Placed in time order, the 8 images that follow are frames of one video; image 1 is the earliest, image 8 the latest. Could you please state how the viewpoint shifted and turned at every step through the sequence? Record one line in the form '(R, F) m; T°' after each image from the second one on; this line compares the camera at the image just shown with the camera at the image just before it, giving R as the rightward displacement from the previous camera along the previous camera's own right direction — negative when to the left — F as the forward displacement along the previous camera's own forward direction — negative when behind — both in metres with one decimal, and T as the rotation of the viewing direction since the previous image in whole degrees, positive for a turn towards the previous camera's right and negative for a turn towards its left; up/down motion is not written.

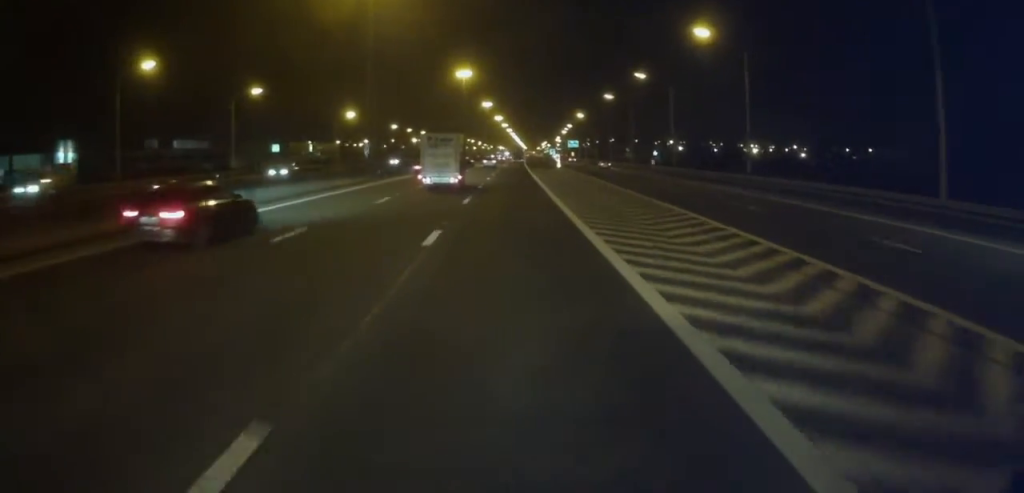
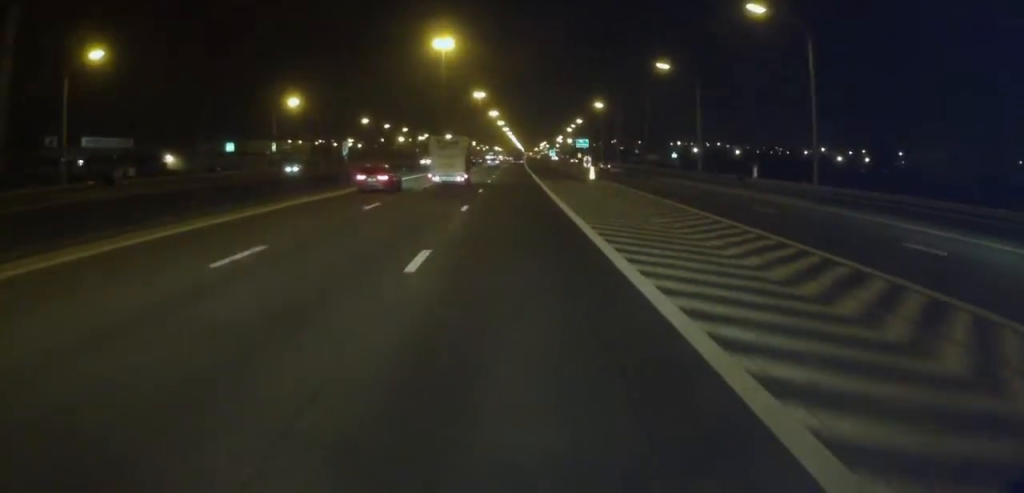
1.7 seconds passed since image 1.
(+0.2, +43.7) m; +1°
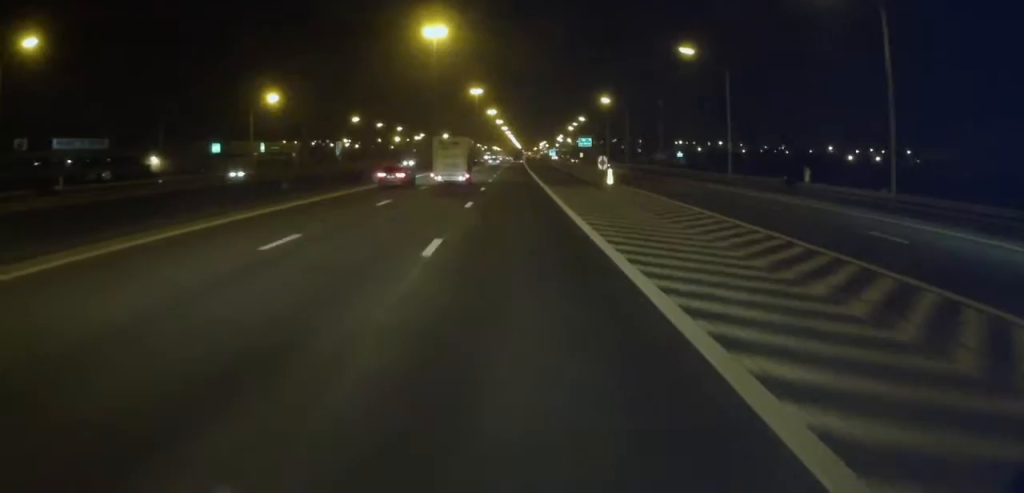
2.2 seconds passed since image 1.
(0.0, +11.2) m; 0°
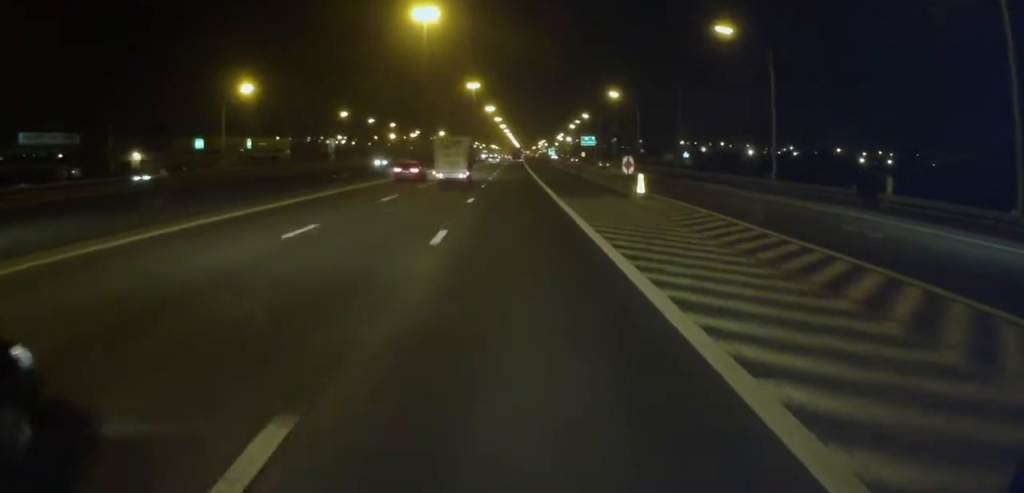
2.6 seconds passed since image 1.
(0.0, +10.1) m; 0°
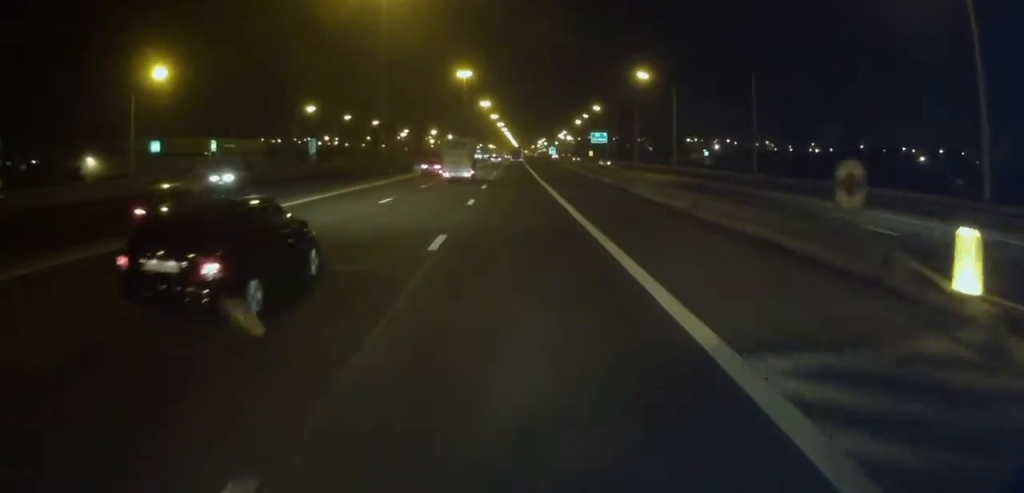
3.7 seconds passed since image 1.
(+0.2, +23.6) m; +1°
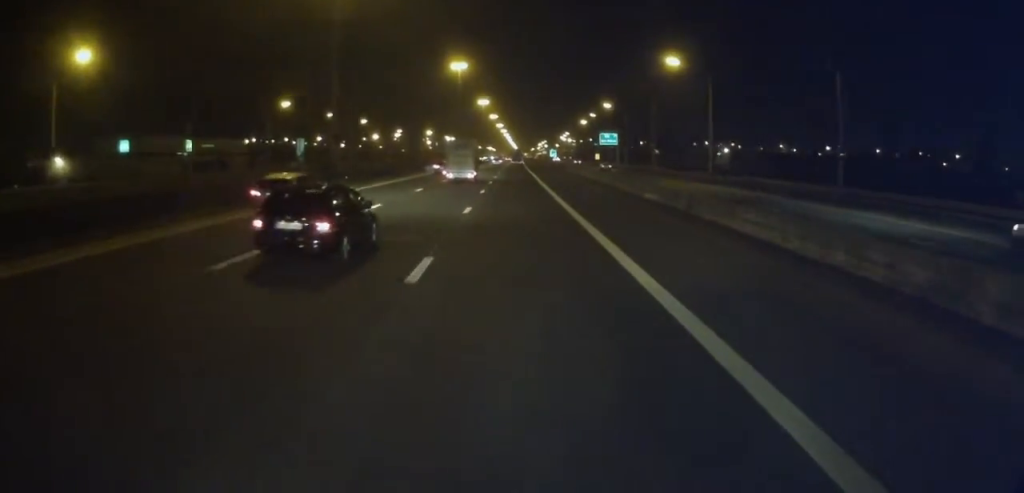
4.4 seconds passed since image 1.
(+0.1, +14.5) m; 0°
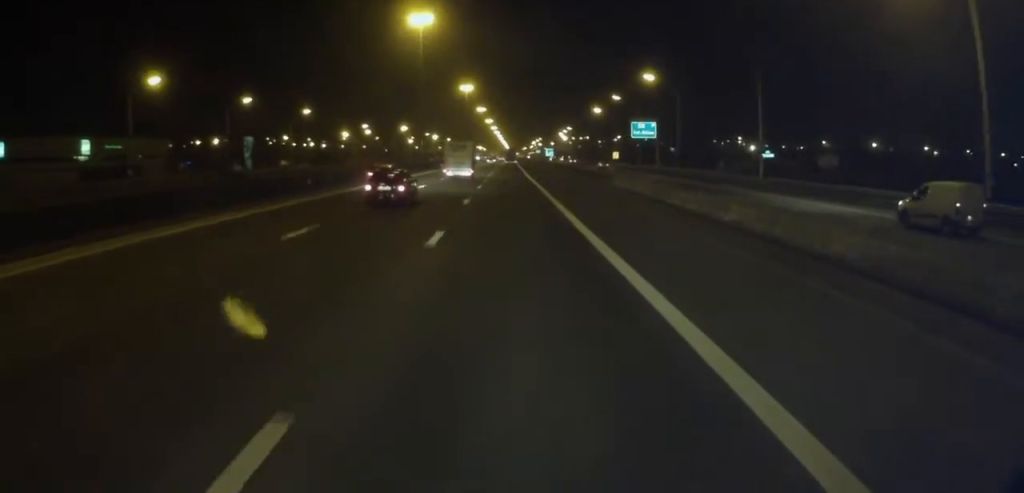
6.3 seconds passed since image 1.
(0.0, +43.8) m; 0°
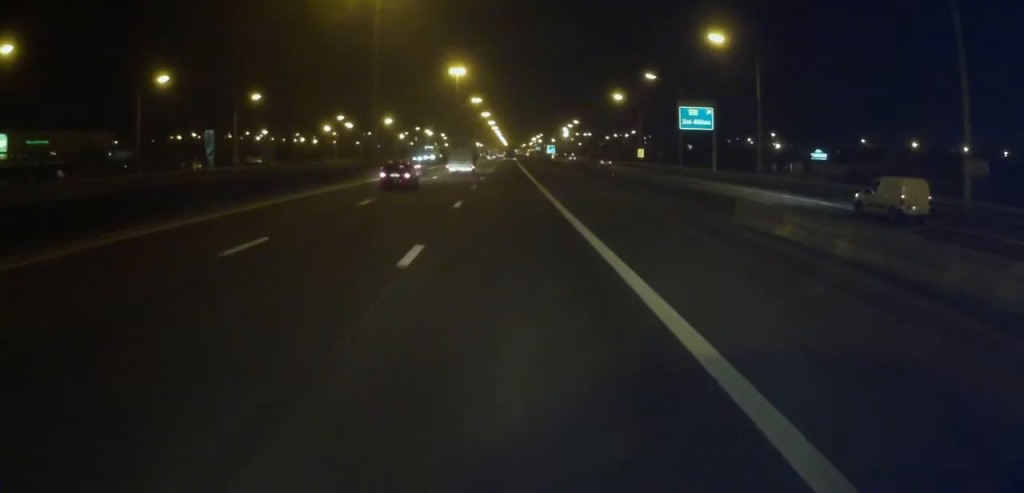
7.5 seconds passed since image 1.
(0.0, +27.9) m; 0°
